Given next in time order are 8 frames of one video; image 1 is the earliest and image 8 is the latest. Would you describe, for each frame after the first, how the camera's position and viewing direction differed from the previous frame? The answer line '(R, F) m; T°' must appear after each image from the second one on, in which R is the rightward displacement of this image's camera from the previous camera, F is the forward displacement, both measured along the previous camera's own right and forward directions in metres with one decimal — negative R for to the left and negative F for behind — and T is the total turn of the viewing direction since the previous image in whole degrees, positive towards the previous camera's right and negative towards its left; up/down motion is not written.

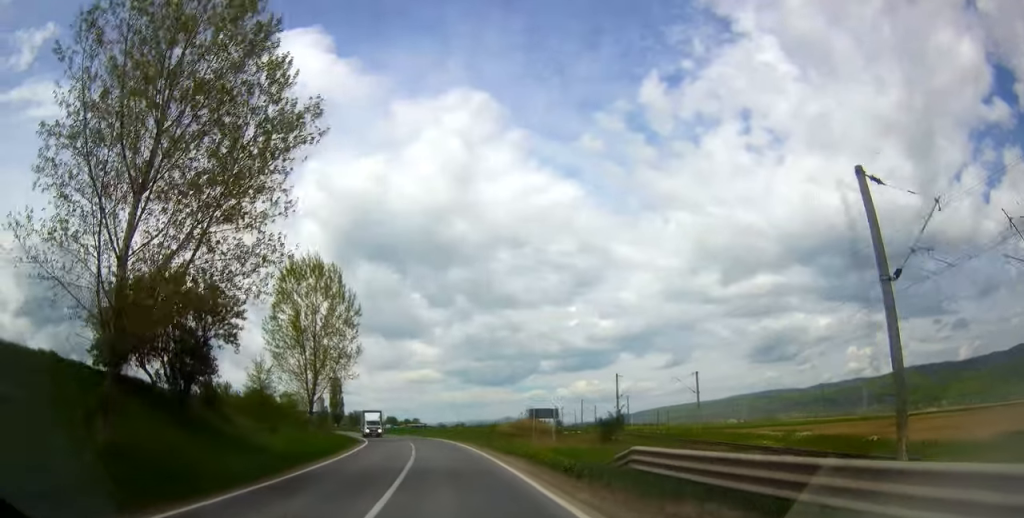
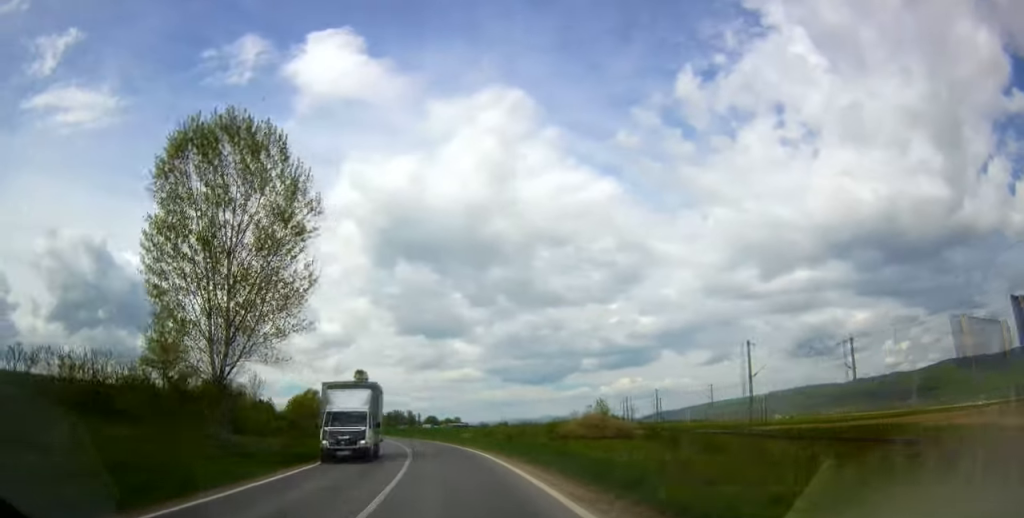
(-0.9, +25.9) m; -5°
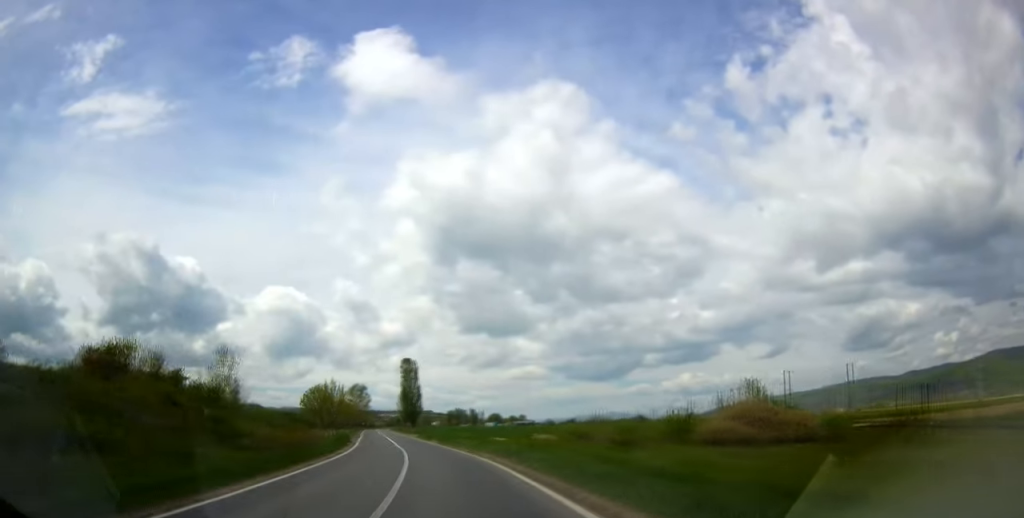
(-1.4, +27.9) m; -5°
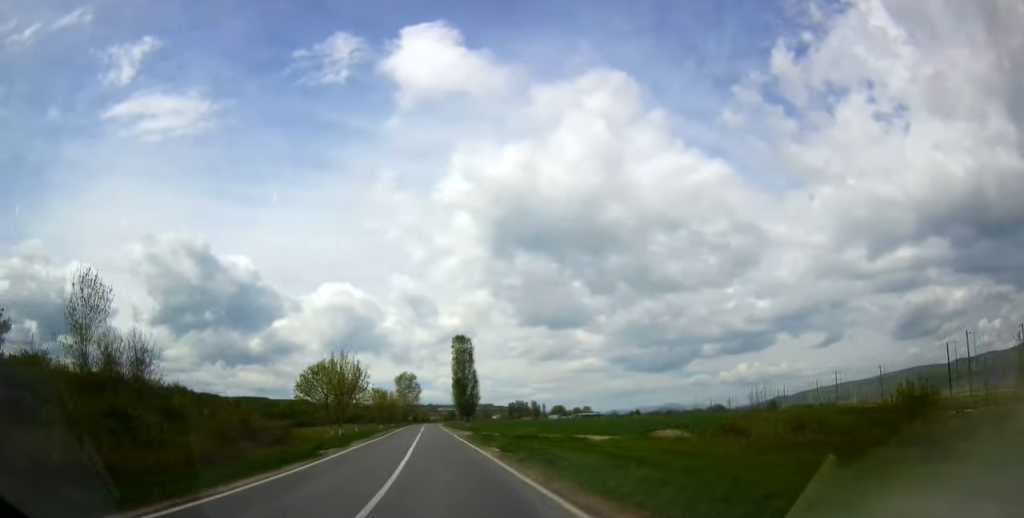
(-0.9, +28.2) m; -6°
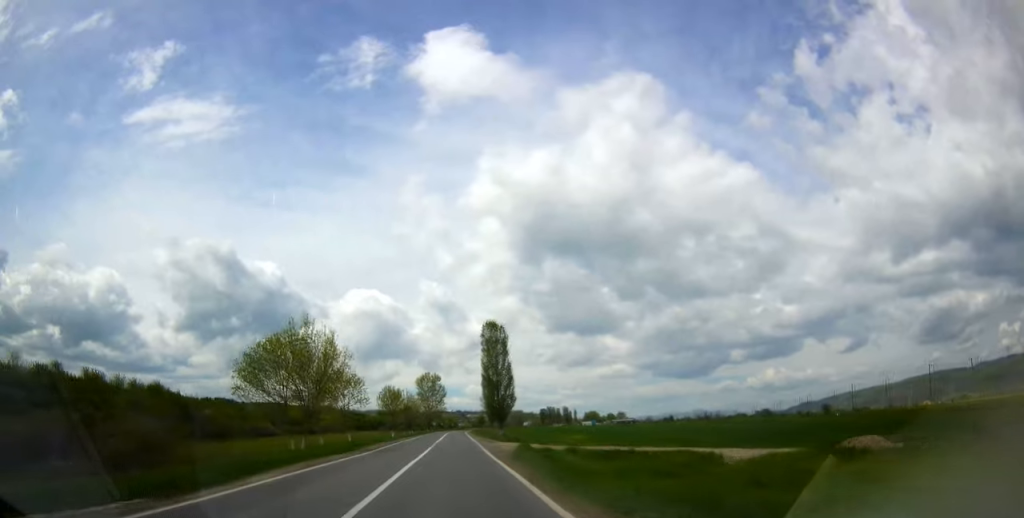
(-1.4, +21.9) m; -4°
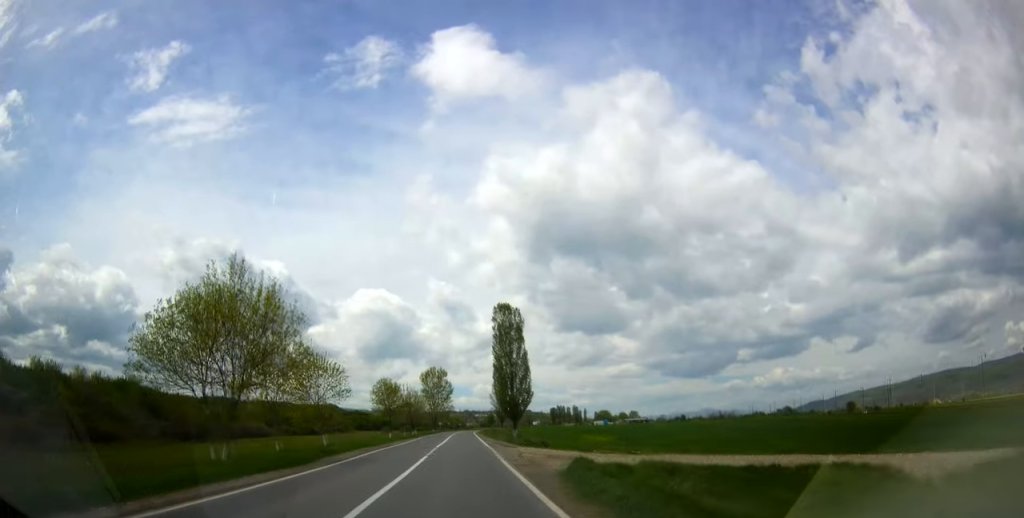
(-0.1, +12.9) m; -1°
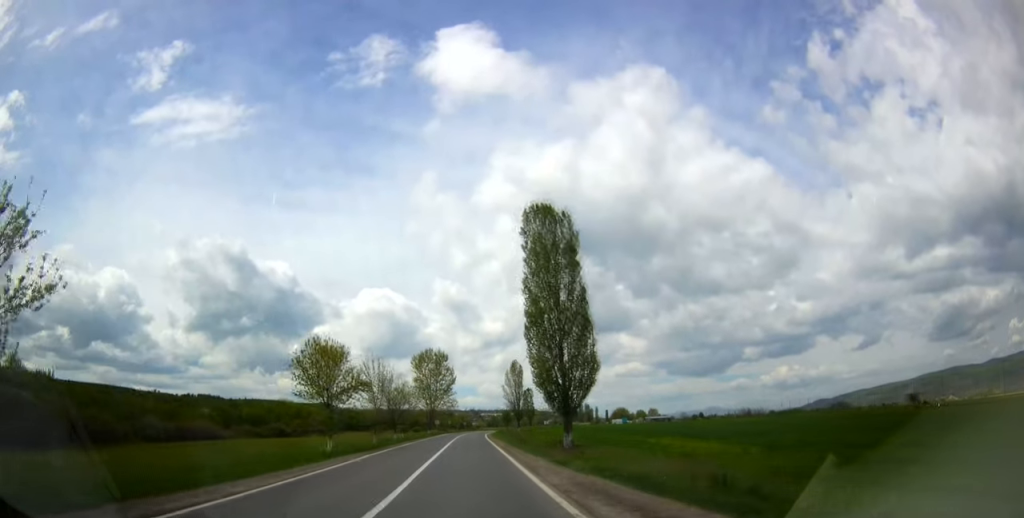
(-1.2, +36.2) m; -4°
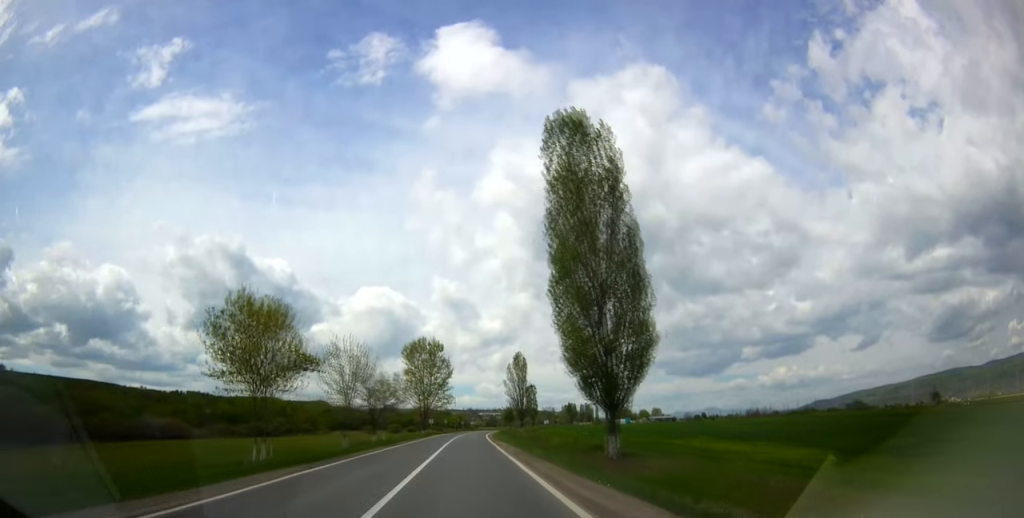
(-0.1, +13.1) m; -2°
